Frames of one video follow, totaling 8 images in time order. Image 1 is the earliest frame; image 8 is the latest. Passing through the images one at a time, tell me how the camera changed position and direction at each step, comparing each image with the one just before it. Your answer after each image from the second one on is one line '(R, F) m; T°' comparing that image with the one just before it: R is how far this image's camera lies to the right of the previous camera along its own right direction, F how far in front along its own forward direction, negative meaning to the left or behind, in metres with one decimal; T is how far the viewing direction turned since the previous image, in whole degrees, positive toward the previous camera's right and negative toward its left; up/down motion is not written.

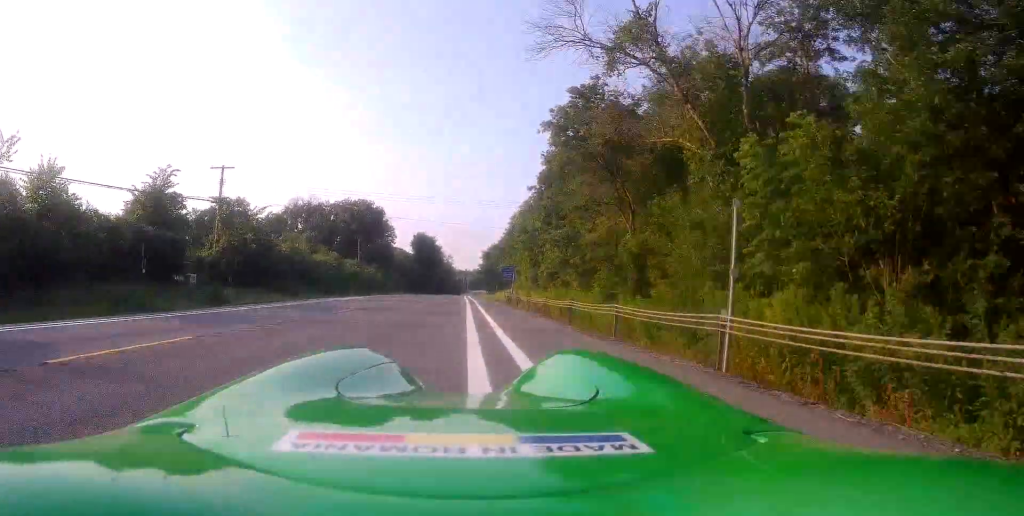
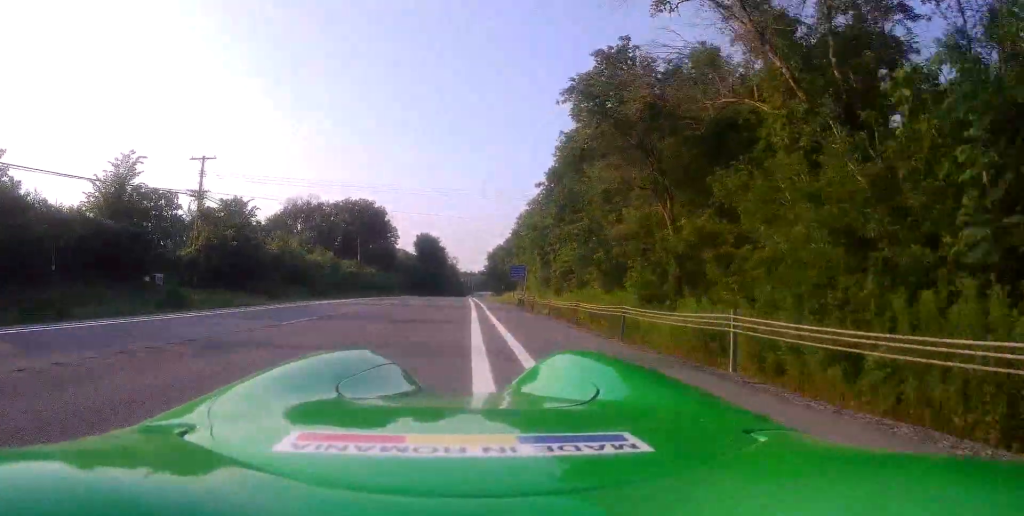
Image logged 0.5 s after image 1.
(0.0, +5.1) m; 0°
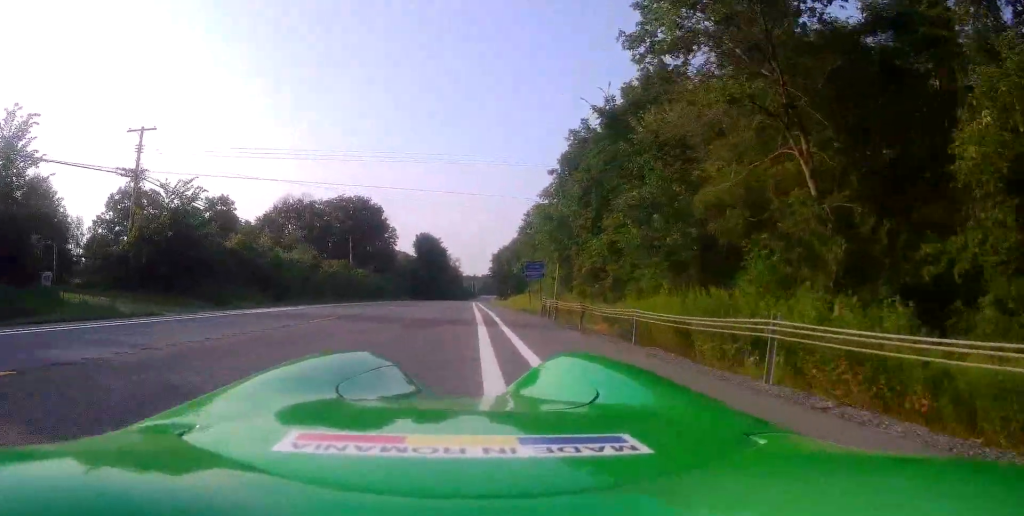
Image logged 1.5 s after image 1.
(0.0, +10.7) m; +1°
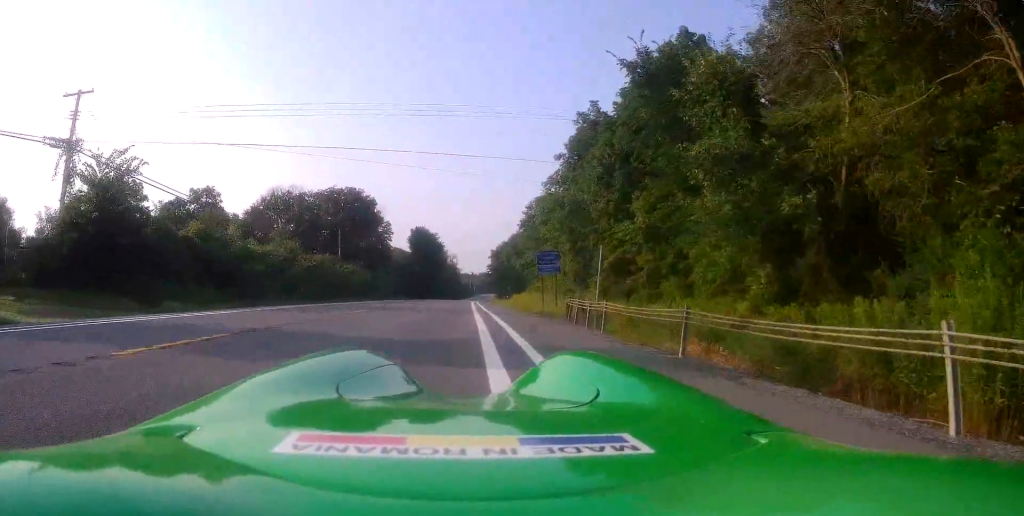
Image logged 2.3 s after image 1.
(+0.1, +7.8) m; 0°
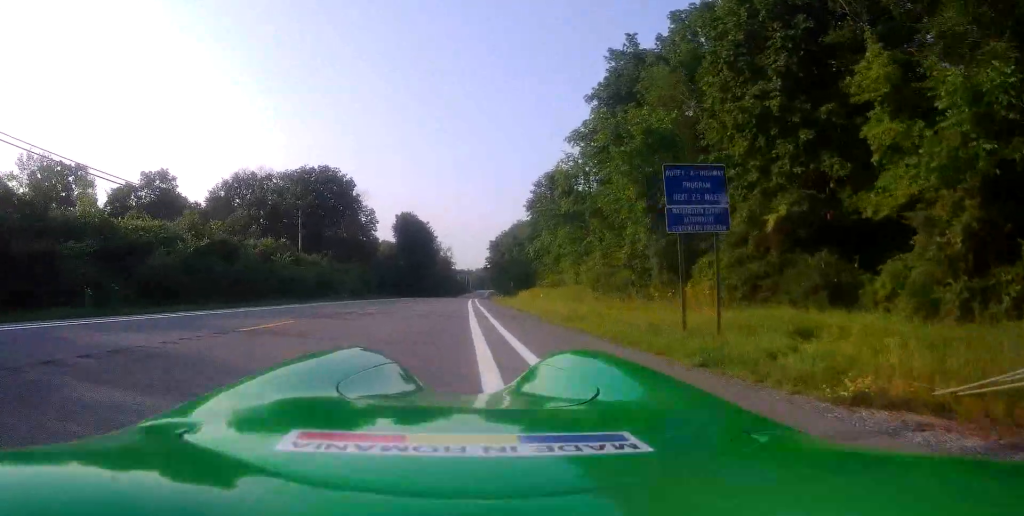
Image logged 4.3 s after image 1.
(+0.3, +20.9) m; +3°
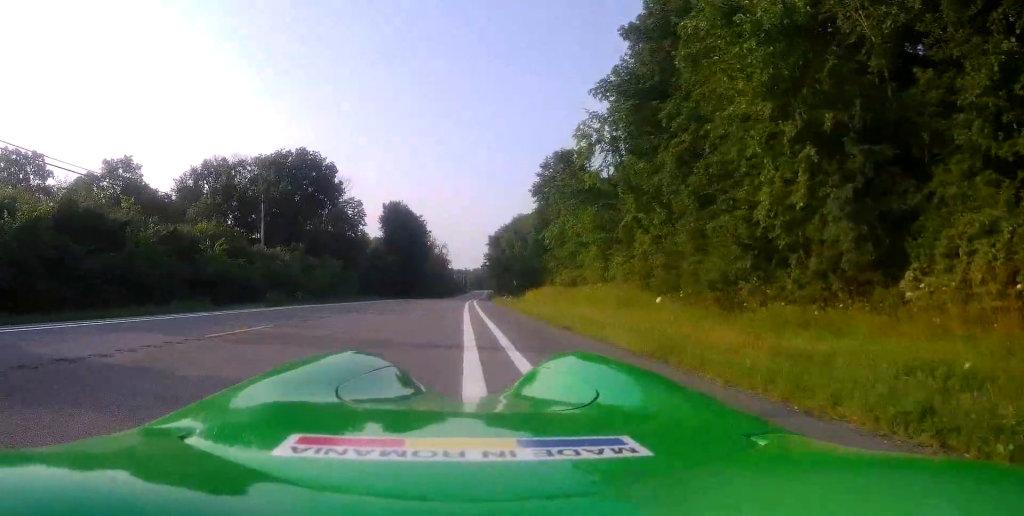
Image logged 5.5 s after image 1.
(+0.1, +12.8) m; 0°
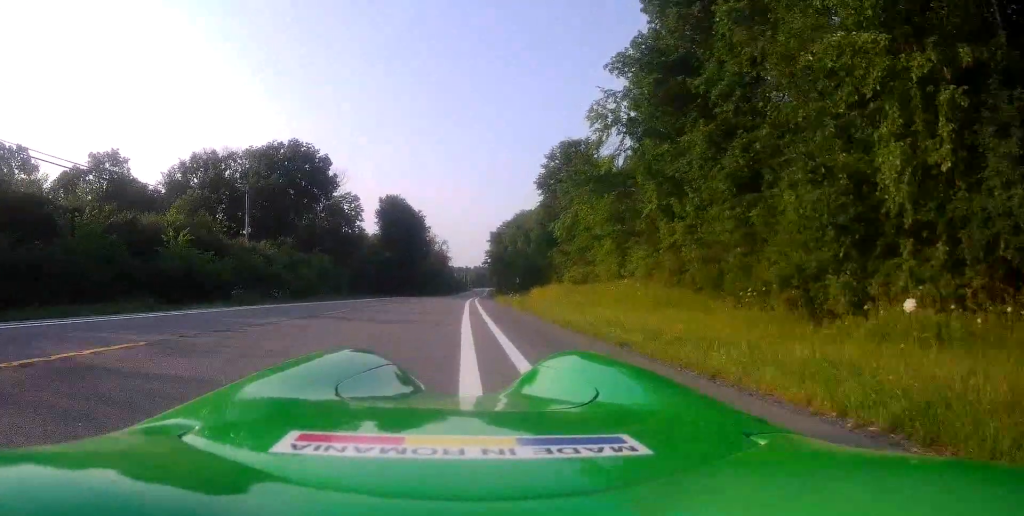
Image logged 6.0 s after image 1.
(-0.1, +4.7) m; -1°
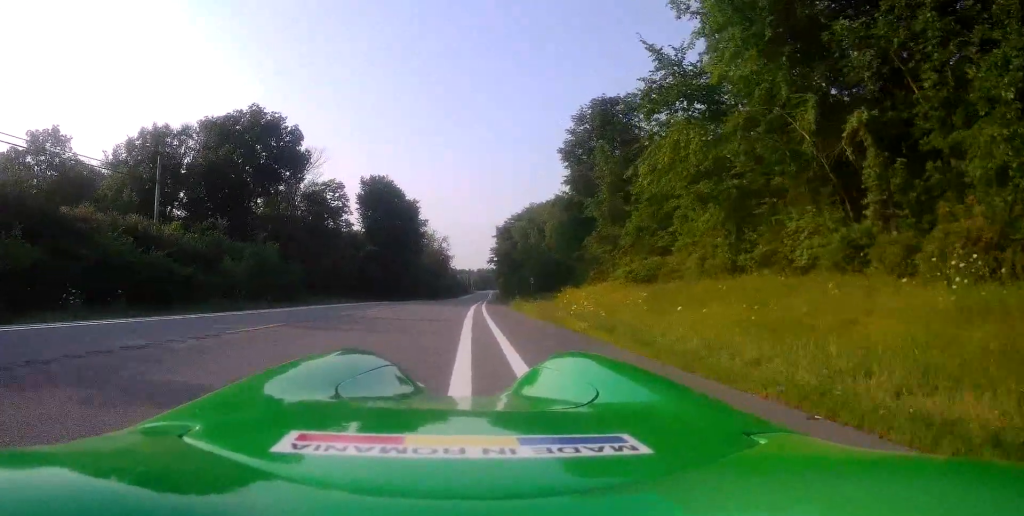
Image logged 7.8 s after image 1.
(-0.3, +18.4) m; 0°
